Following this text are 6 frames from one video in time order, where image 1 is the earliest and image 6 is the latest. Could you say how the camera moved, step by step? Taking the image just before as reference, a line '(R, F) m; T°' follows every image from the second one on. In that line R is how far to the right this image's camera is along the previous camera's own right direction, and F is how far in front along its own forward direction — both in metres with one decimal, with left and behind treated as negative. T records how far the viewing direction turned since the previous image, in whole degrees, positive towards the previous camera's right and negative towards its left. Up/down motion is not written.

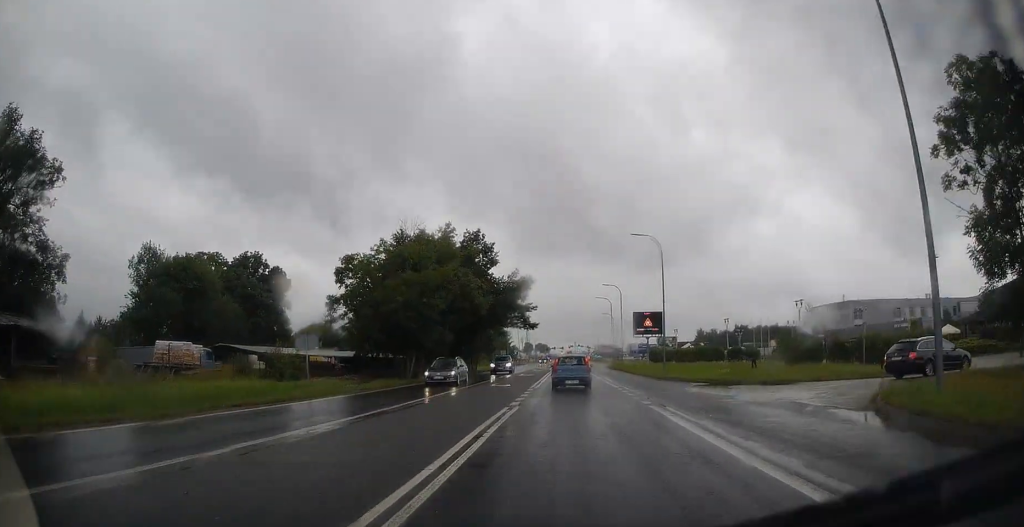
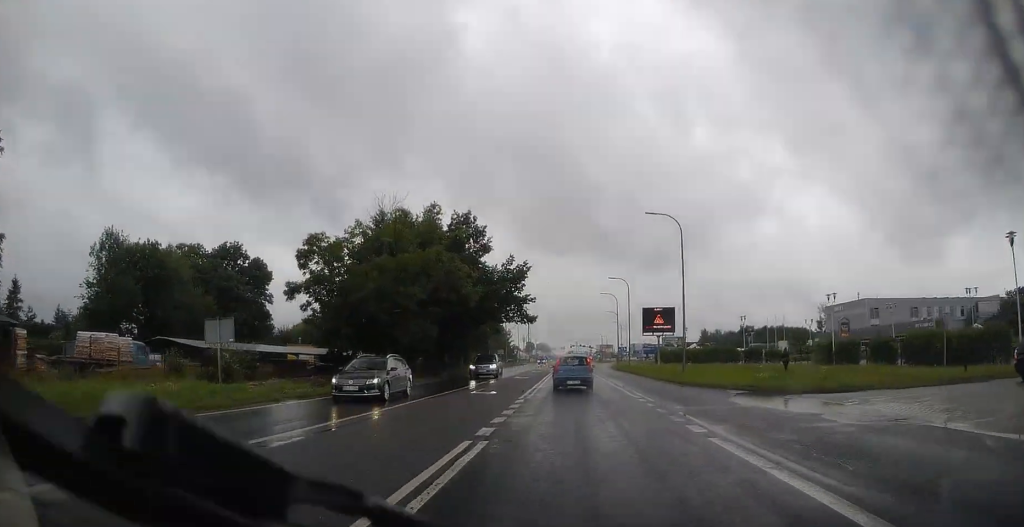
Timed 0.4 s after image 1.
(+0.1, +6.9) m; 0°
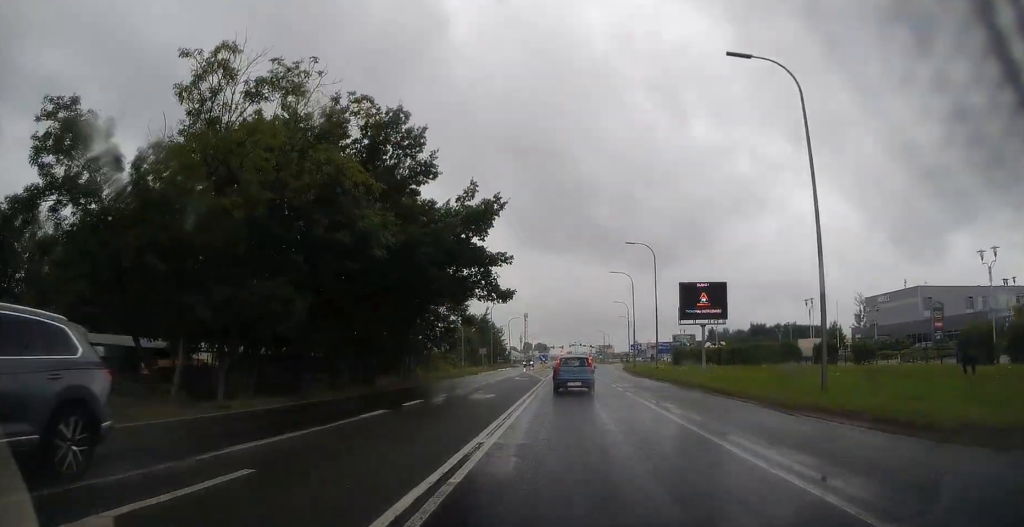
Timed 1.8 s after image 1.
(-0.4, +21.0) m; -1°
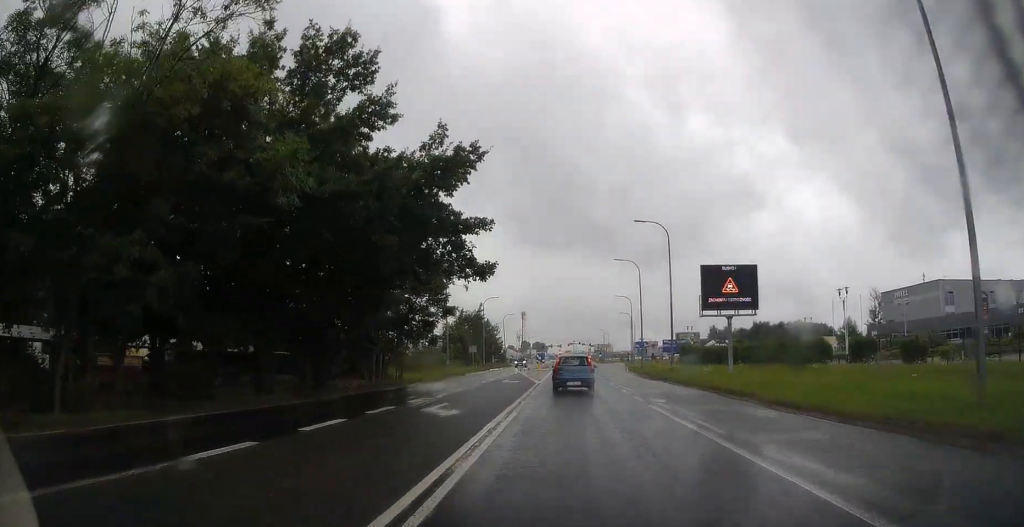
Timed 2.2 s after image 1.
(0.0, +6.8) m; 0°
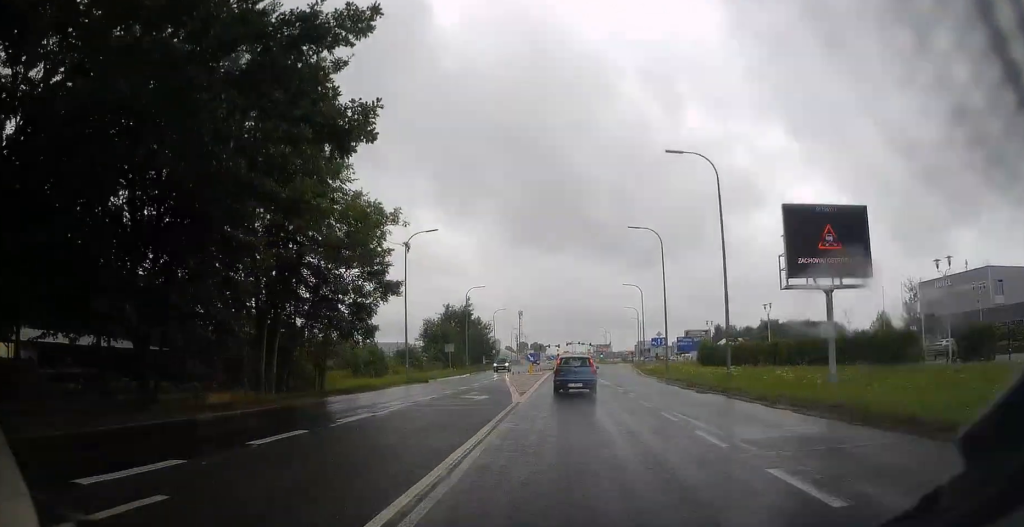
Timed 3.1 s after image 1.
(0.0, +13.9) m; -1°
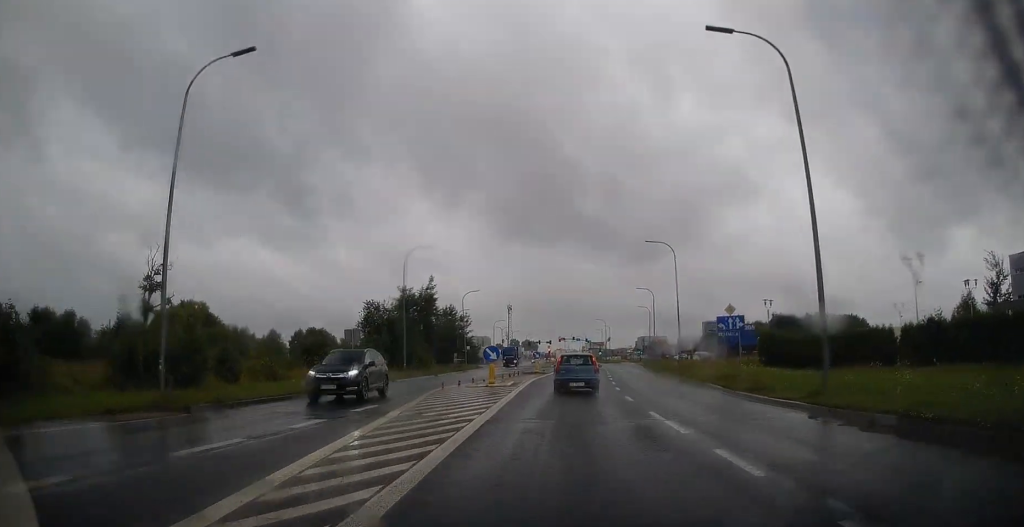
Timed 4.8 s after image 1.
(0.0, +26.0) m; +1°
